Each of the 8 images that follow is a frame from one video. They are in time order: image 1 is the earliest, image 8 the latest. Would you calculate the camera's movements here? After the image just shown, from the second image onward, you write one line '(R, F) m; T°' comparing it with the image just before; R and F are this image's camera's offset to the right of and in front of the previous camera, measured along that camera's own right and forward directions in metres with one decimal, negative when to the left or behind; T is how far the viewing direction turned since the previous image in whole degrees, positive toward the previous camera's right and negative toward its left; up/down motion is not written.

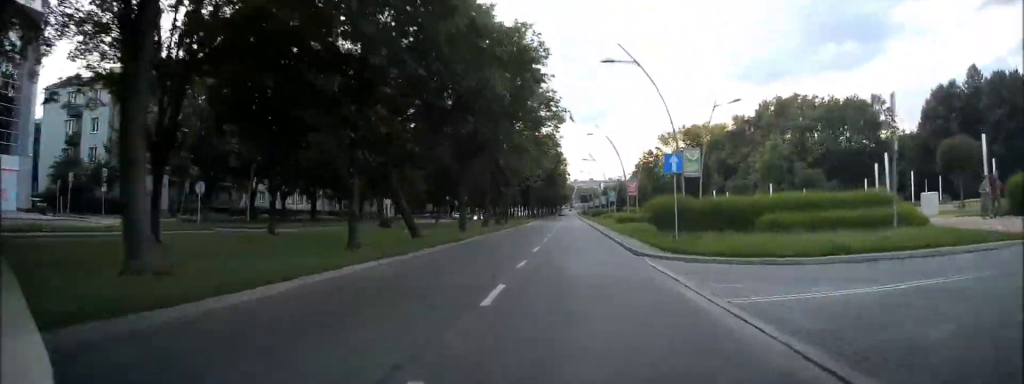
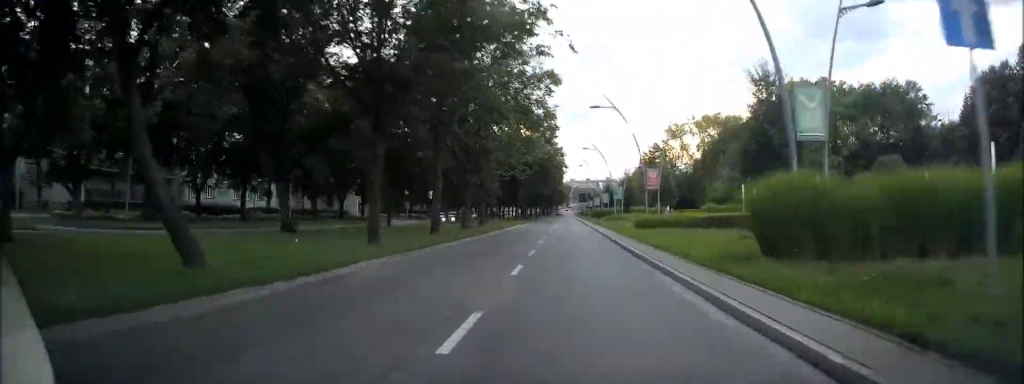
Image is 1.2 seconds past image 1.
(-0.3, +14.9) m; -1°
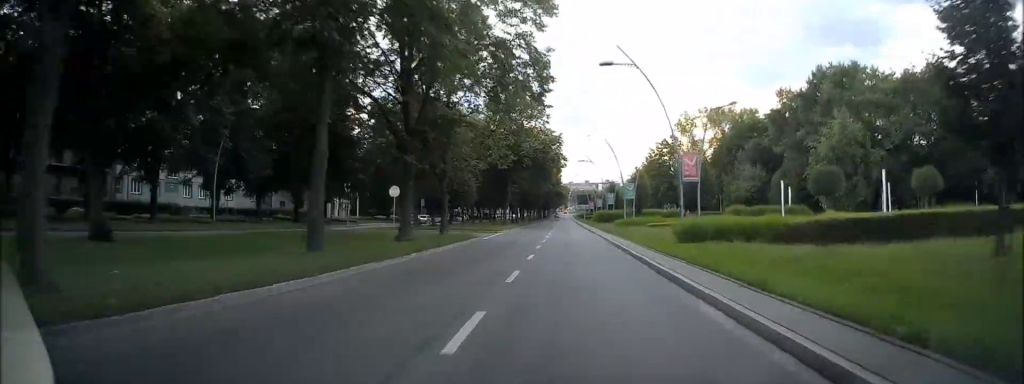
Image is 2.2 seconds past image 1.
(+0.2, +13.0) m; +2°
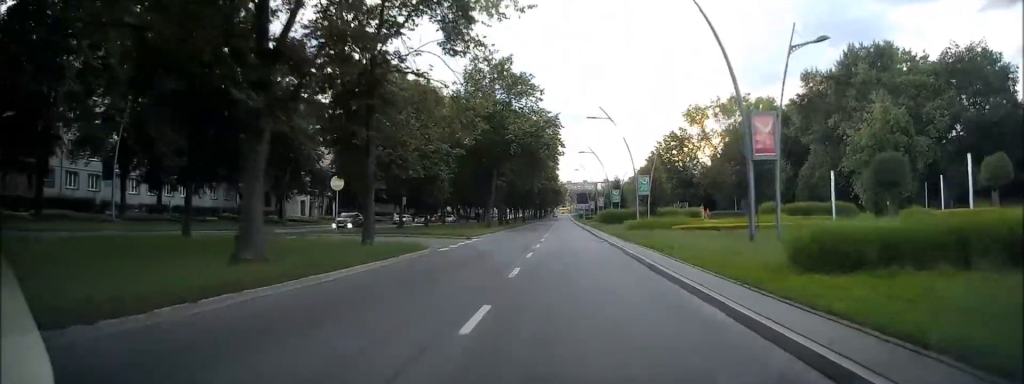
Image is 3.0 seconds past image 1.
(+0.1, +11.4) m; 0°
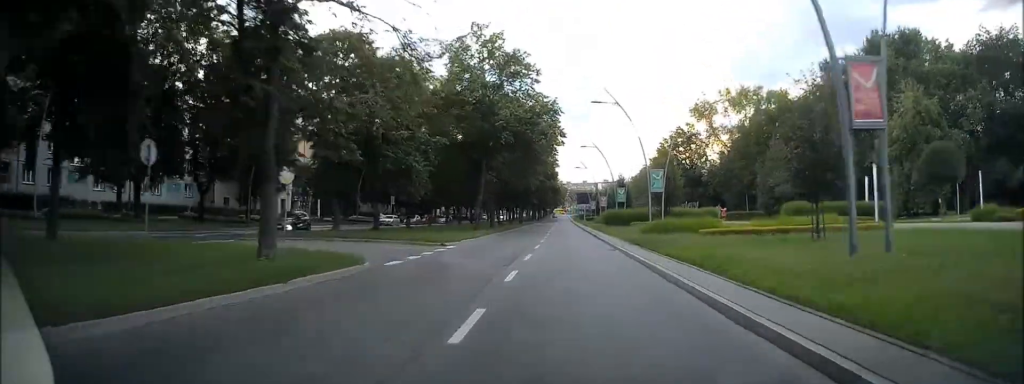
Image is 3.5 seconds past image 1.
(0.0, +6.6) m; 0°
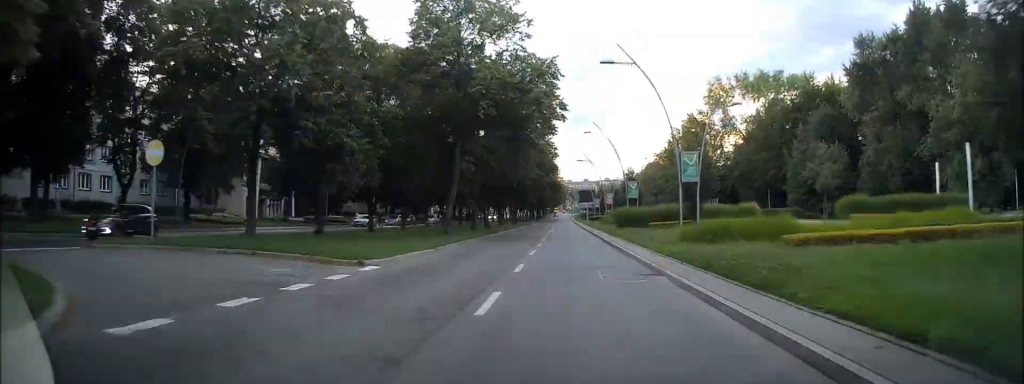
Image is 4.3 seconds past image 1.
(-0.1, +10.1) m; 0°
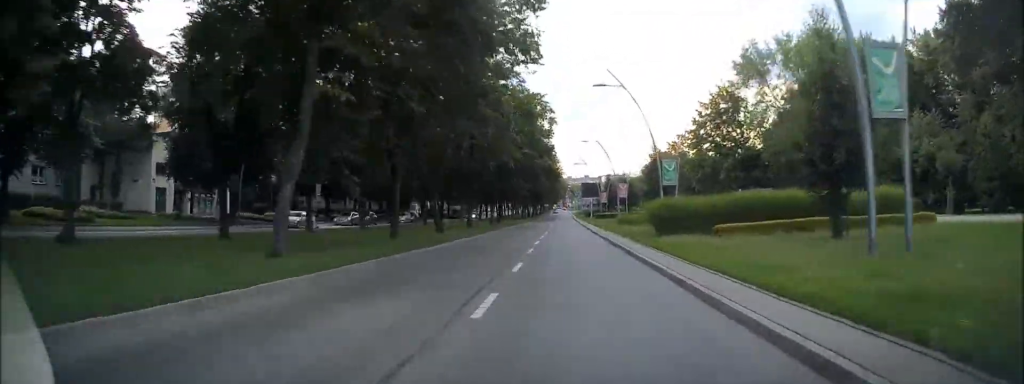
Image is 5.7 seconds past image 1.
(-0.3, +18.4) m; -1°
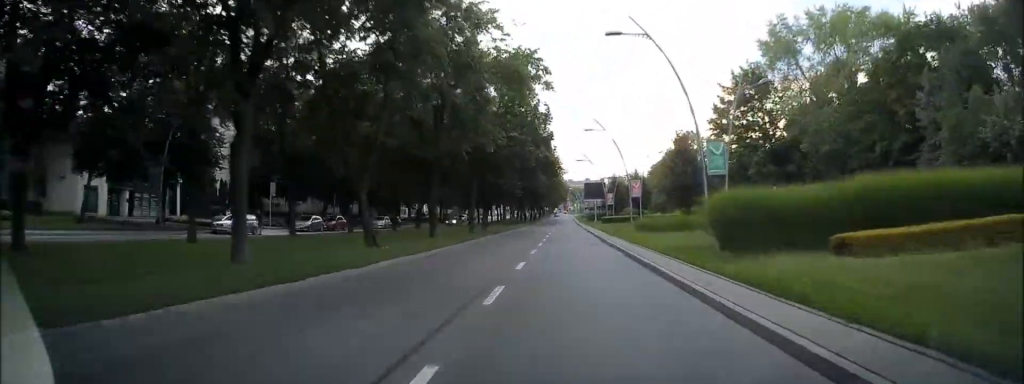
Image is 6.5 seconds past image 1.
(-0.1, +10.6) m; 0°
